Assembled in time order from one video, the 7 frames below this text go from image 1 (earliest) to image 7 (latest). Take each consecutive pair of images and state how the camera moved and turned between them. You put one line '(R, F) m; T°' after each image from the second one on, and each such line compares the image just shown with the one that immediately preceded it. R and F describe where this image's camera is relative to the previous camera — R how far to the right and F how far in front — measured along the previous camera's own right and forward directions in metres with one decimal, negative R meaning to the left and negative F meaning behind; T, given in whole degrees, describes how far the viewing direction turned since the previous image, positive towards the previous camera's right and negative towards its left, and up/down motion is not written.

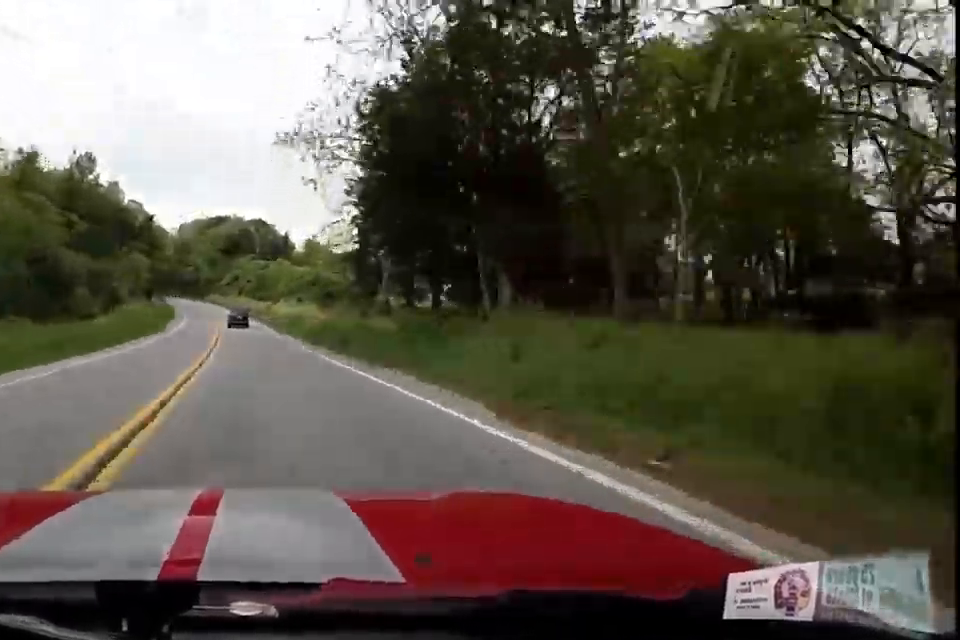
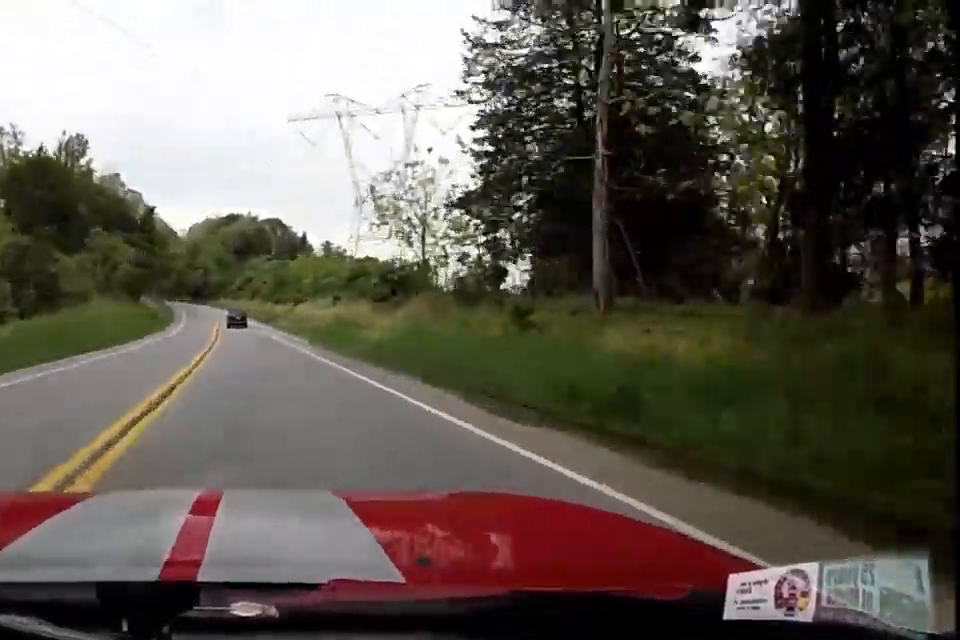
(0.0, +19.5) m; 0°
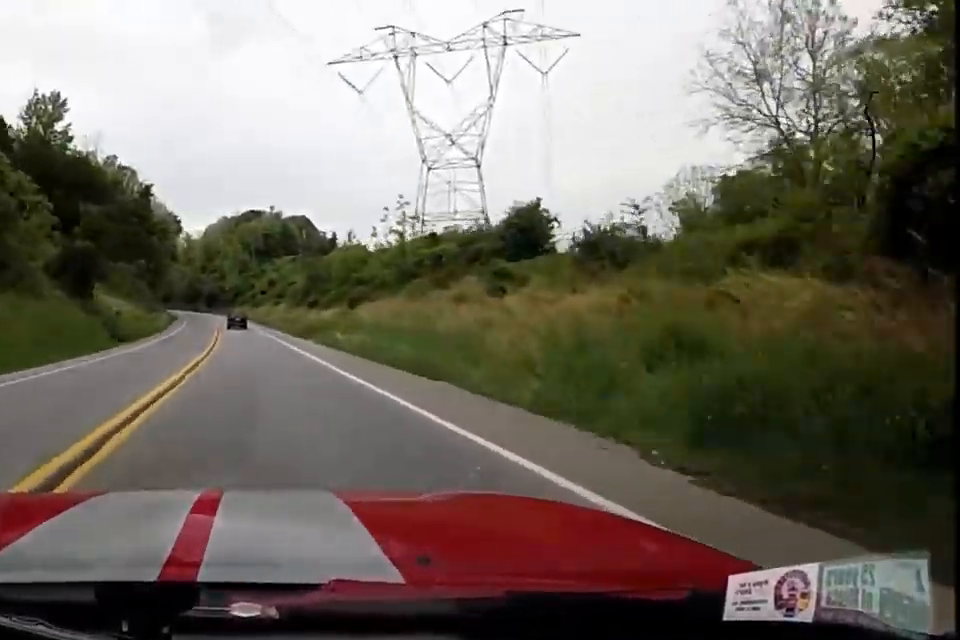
(0.0, +28.5) m; 0°
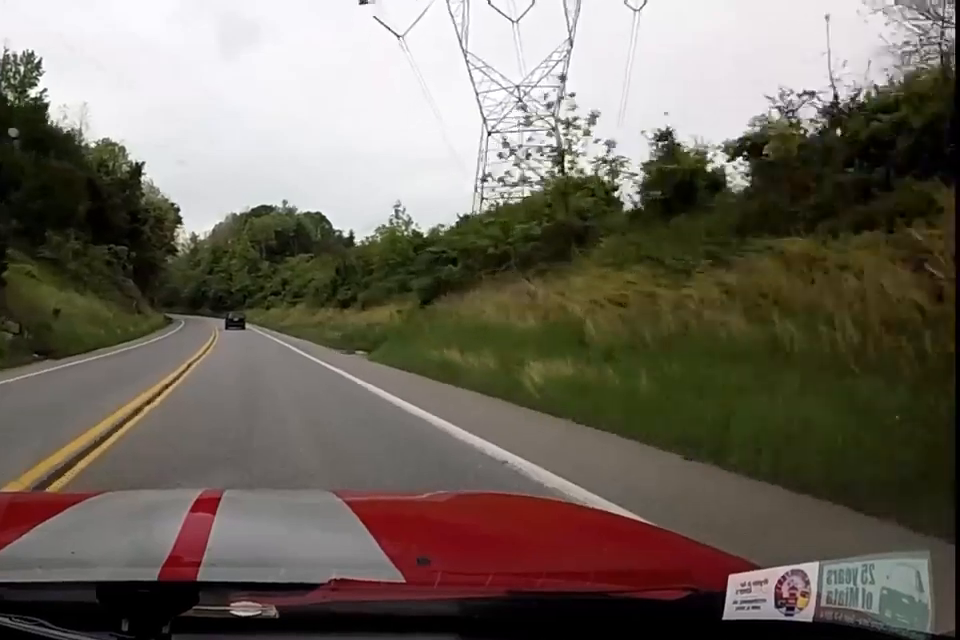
(0.0, +16.6) m; -1°
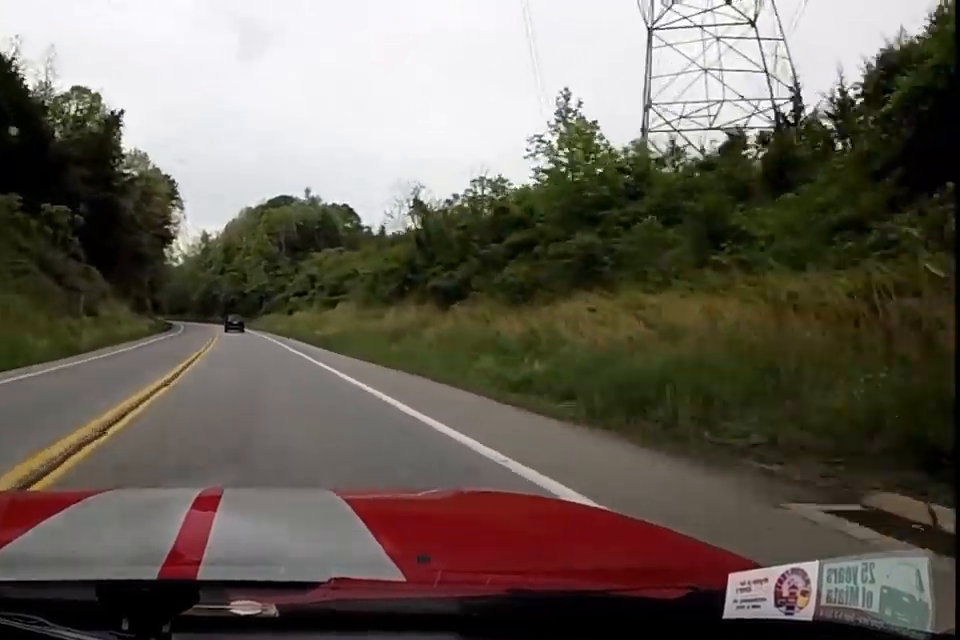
(-0.5, +22.5) m; -2°
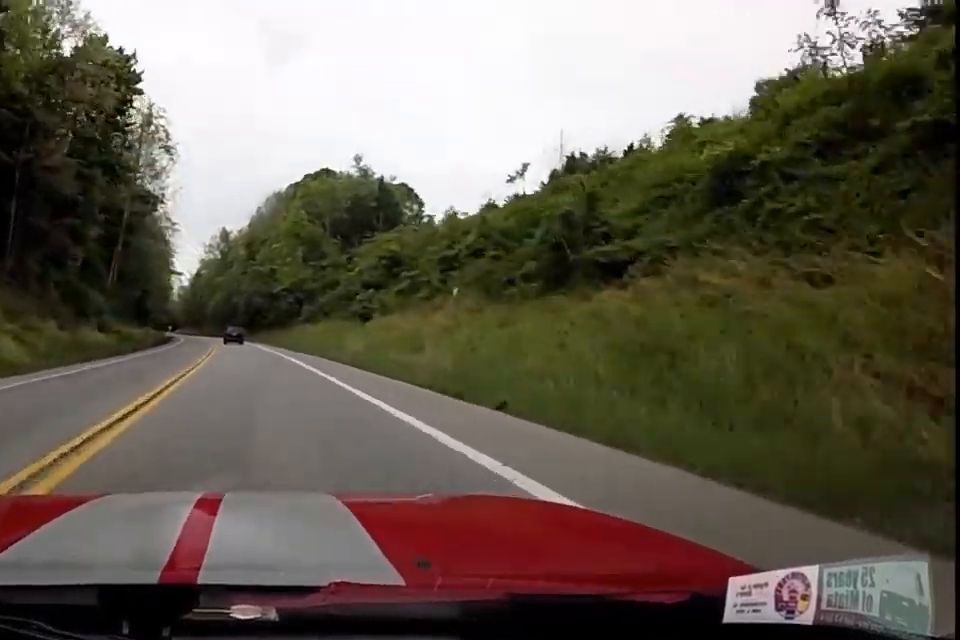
(-0.4, +36.1) m; -3°
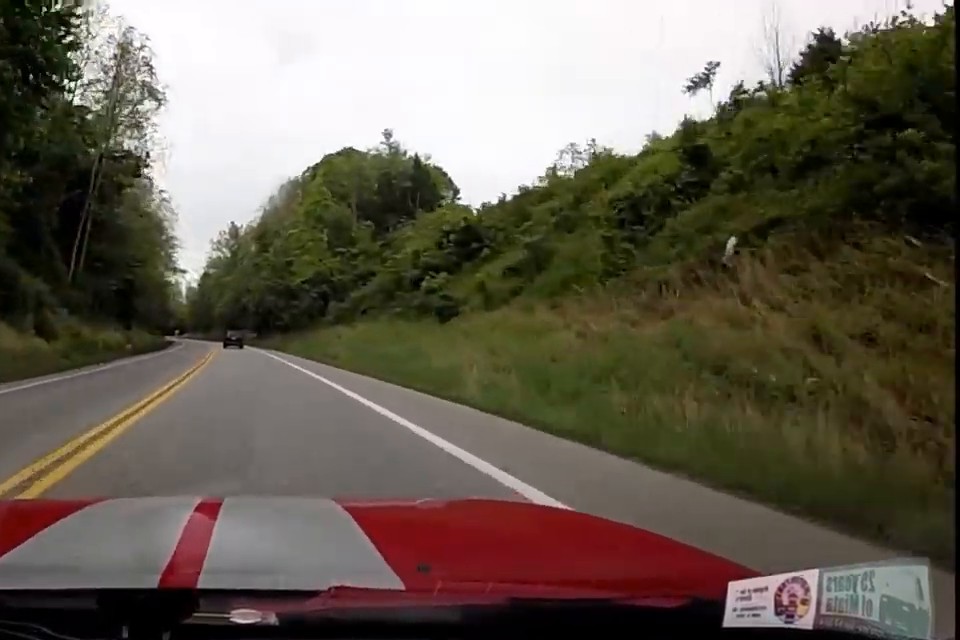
(-0.5, +14.7) m; -1°
